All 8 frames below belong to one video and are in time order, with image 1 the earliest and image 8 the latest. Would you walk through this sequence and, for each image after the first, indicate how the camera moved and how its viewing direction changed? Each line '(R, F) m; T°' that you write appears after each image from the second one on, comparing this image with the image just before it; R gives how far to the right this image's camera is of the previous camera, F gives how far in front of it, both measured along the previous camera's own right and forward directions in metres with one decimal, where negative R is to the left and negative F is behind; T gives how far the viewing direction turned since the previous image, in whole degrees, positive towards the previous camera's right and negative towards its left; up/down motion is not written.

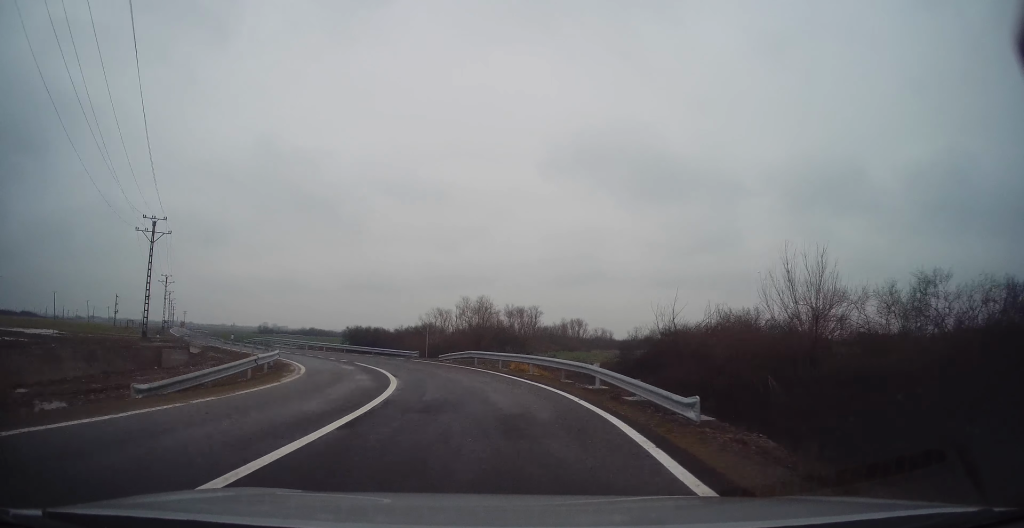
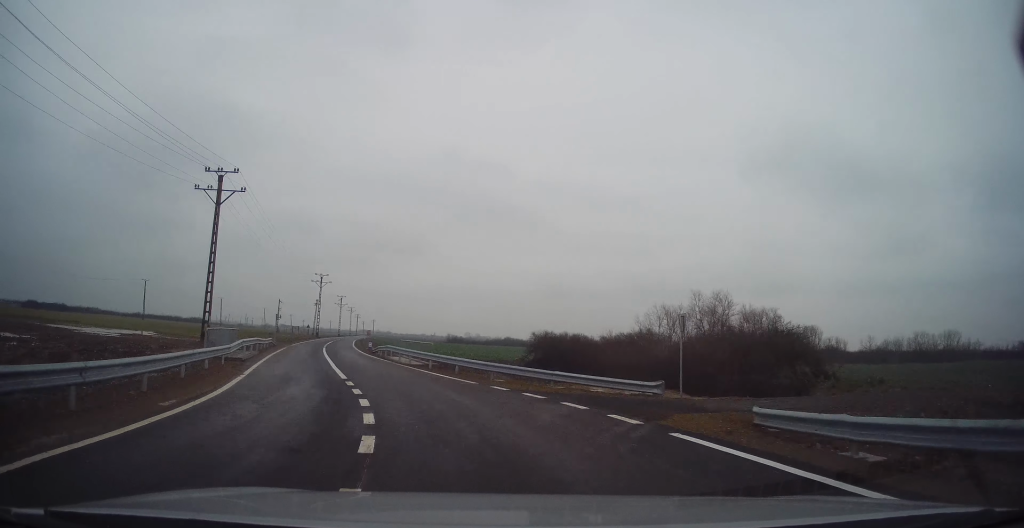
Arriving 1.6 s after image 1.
(-3.9, +22.8) m; -22°
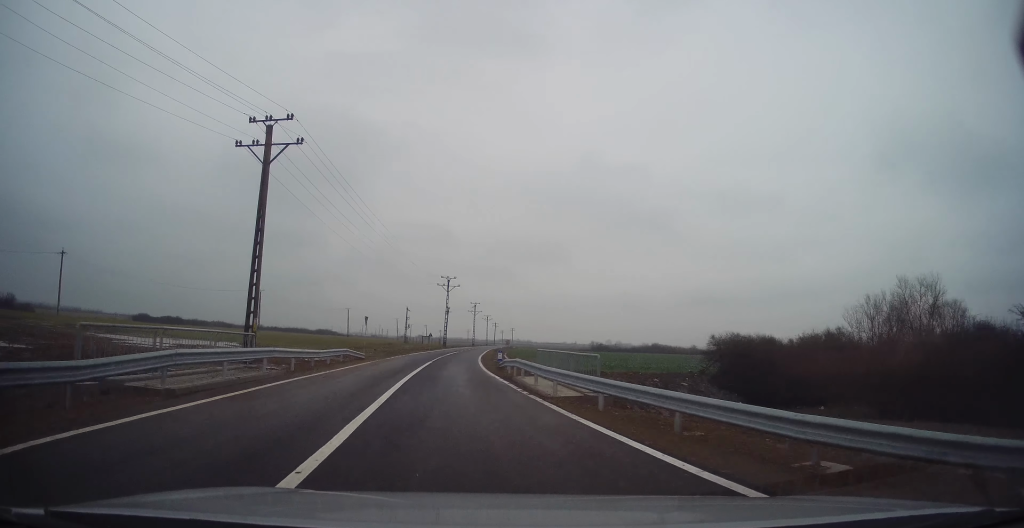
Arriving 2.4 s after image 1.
(-1.7, +13.2) m; -10°
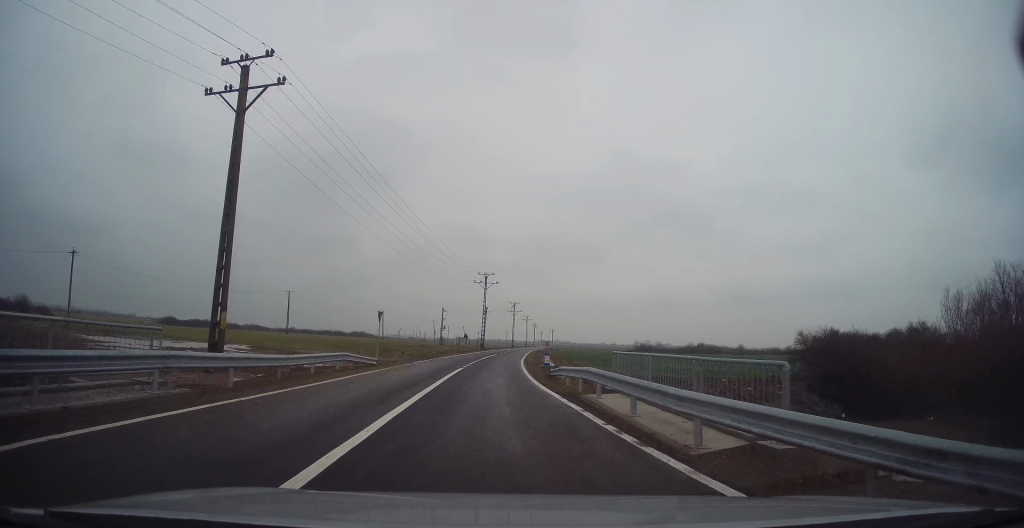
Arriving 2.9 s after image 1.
(-0.5, +7.6) m; -3°
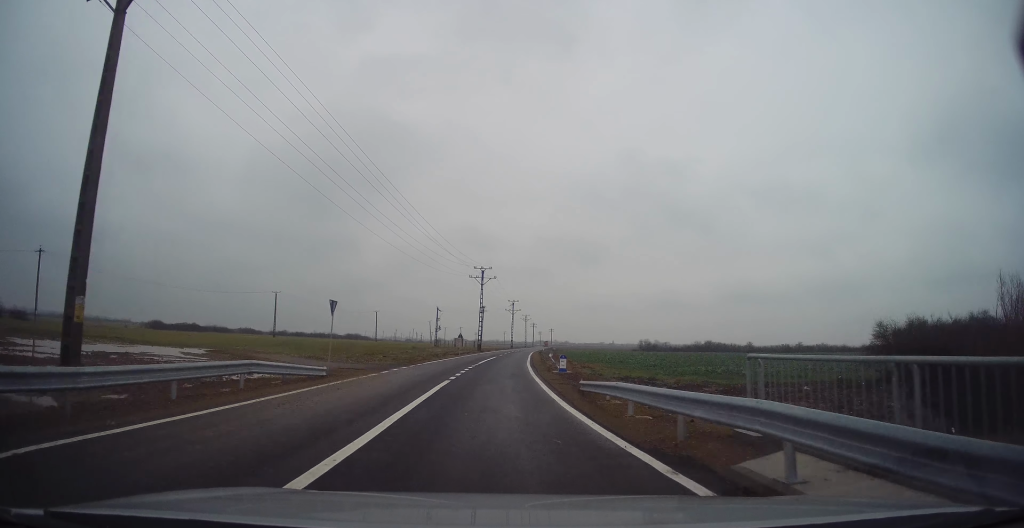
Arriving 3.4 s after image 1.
(-0.1, +8.2) m; -1°
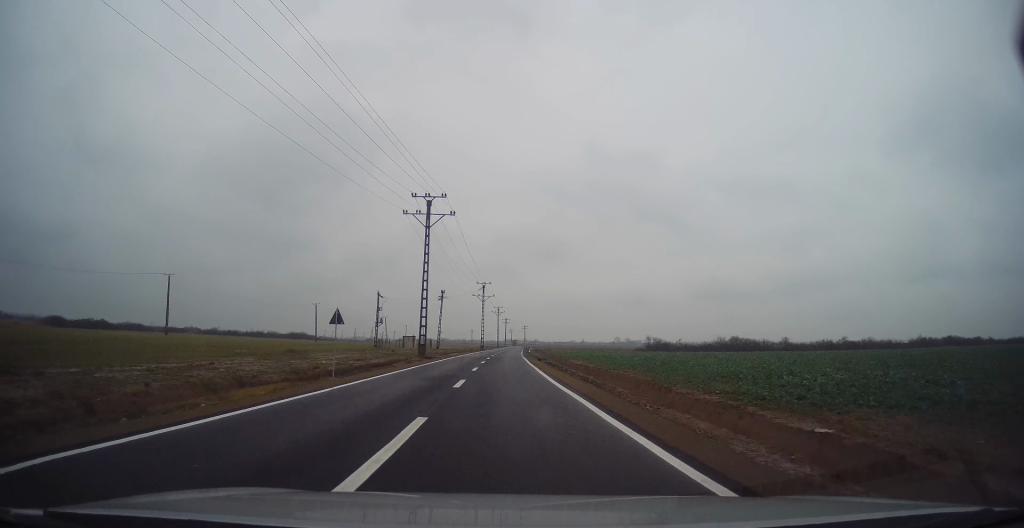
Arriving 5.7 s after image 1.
(-0.3, +39.9) m; +1°
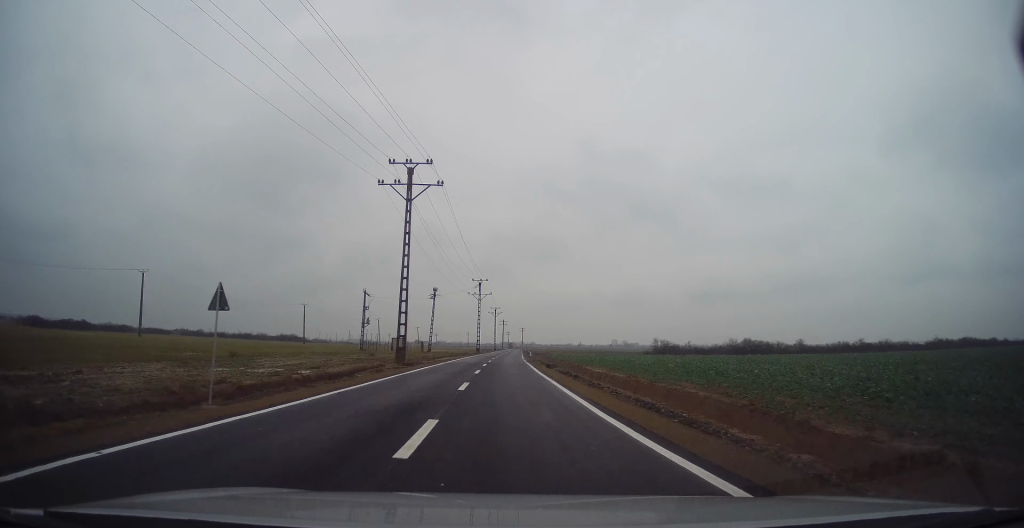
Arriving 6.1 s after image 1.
(0.0, +9.0) m; +1°
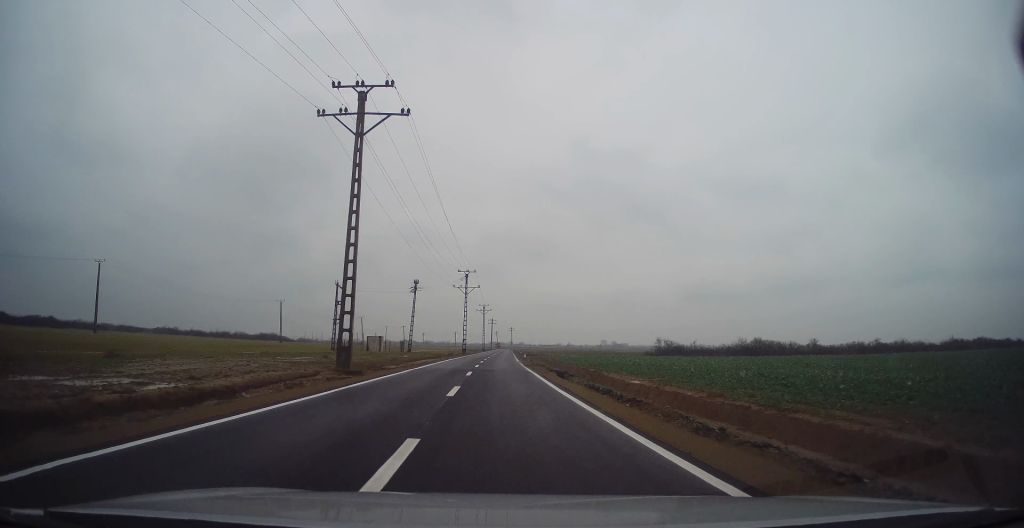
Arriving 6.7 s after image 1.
(+0.3, +10.8) m; +1°
